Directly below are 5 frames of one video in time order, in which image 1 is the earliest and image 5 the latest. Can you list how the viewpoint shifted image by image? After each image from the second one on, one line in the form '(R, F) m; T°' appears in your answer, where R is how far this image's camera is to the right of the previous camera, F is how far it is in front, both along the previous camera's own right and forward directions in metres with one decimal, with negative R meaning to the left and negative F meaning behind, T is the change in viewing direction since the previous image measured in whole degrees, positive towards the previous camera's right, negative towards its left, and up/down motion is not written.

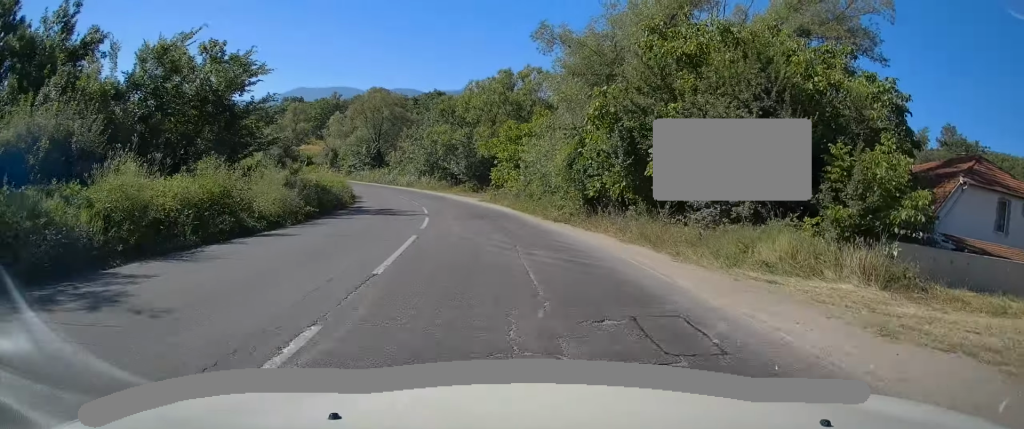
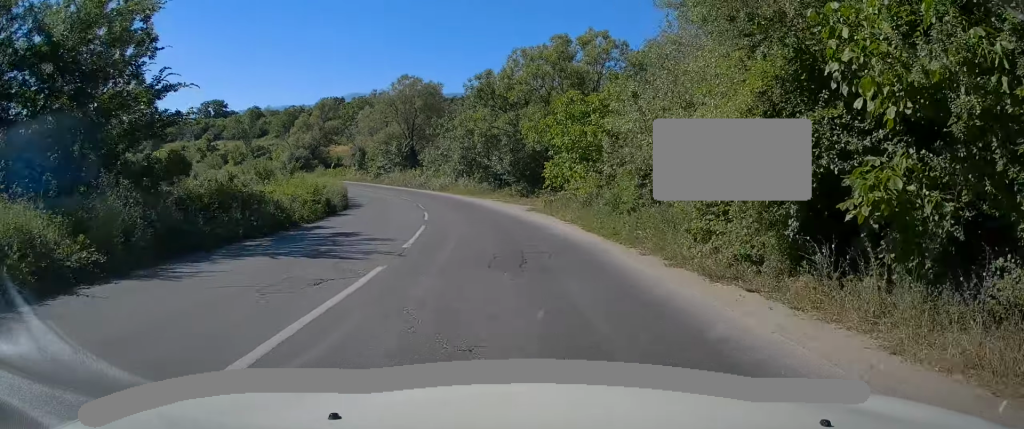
(-0.7, +13.8) m; -6°
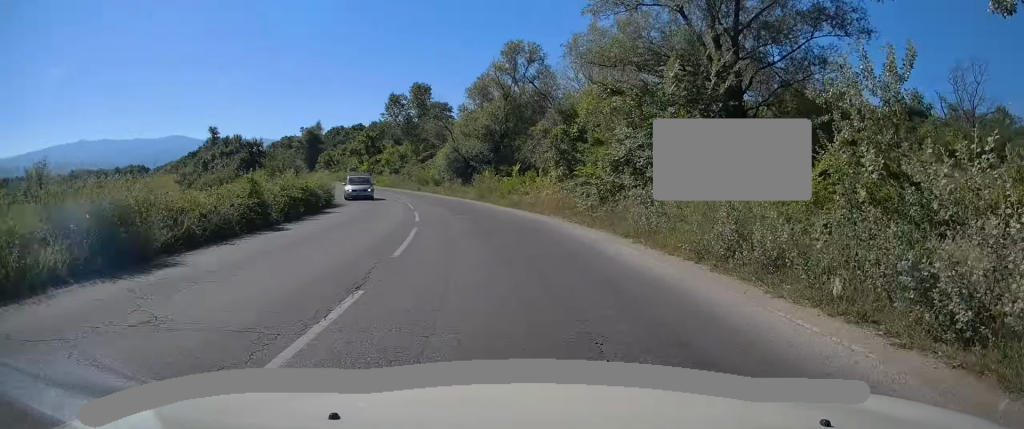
(-10.6, +55.0) m; -23°
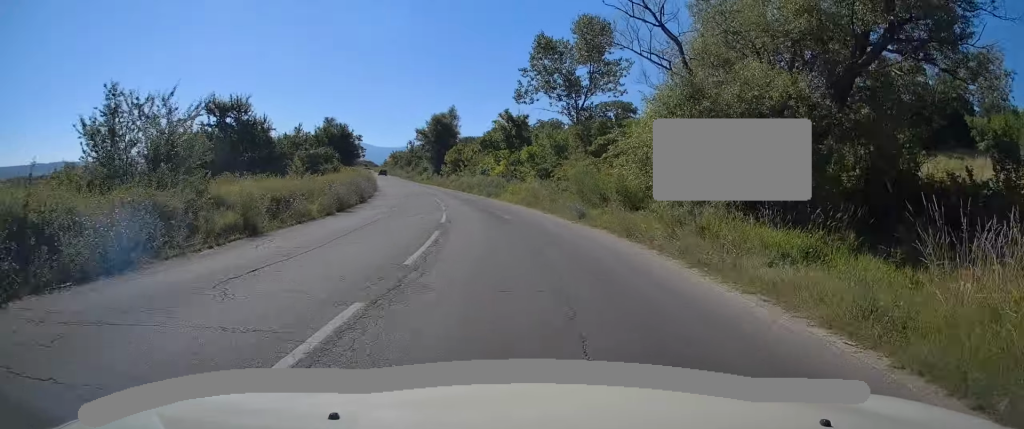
(-5.2, +37.4) m; -15°
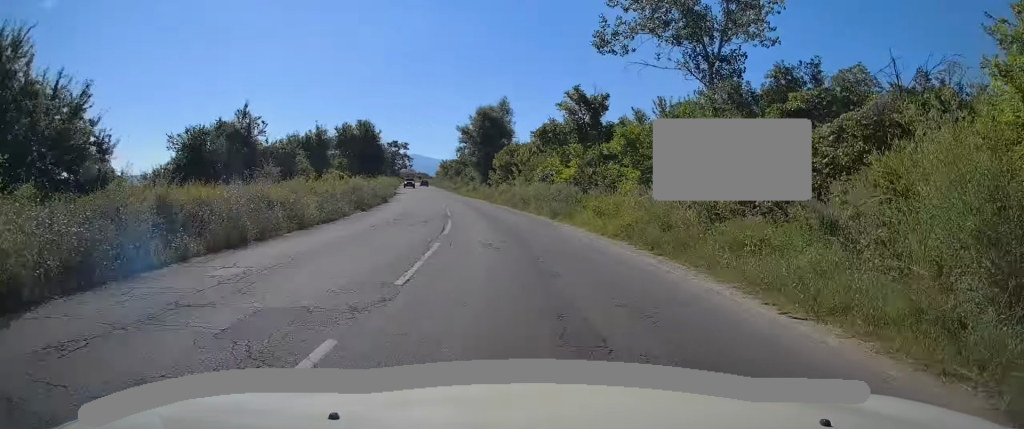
(-1.3, +20.1) m; -6°
